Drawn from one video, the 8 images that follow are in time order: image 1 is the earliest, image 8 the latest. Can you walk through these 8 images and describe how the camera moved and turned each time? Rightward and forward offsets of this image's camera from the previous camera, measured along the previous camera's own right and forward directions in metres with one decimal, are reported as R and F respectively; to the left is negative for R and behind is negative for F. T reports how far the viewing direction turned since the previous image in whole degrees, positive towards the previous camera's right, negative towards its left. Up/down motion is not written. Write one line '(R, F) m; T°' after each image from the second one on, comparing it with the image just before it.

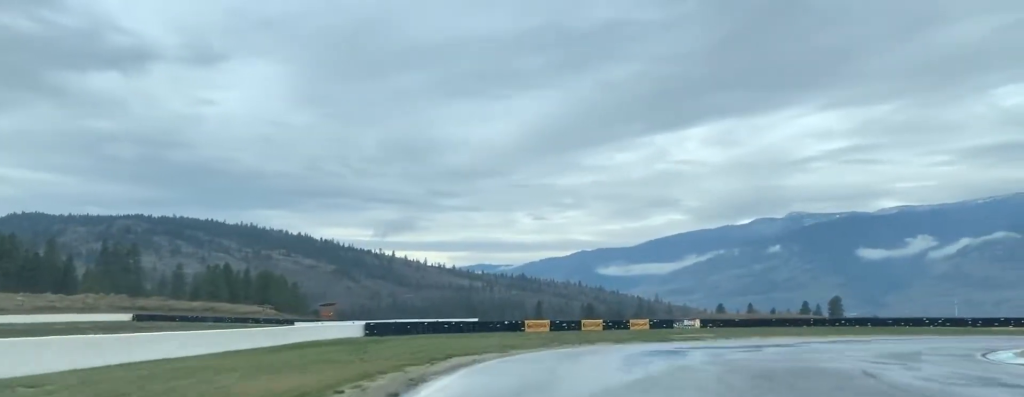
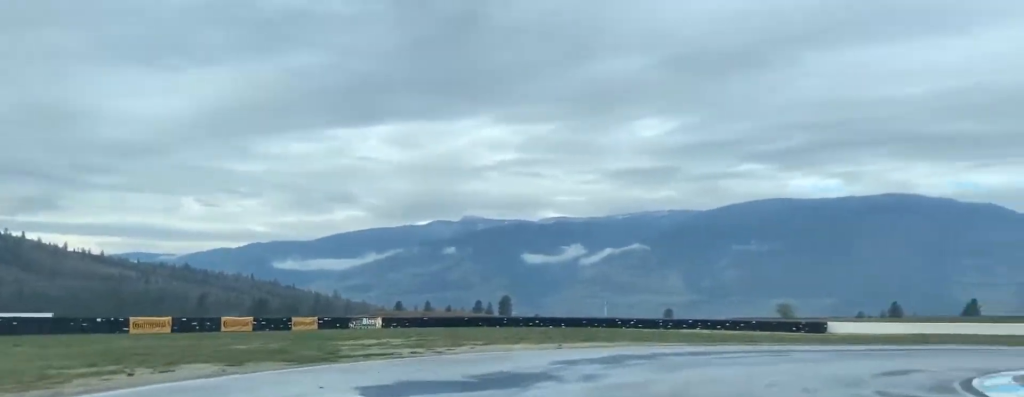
(+0.4, +21.1) m; +18°
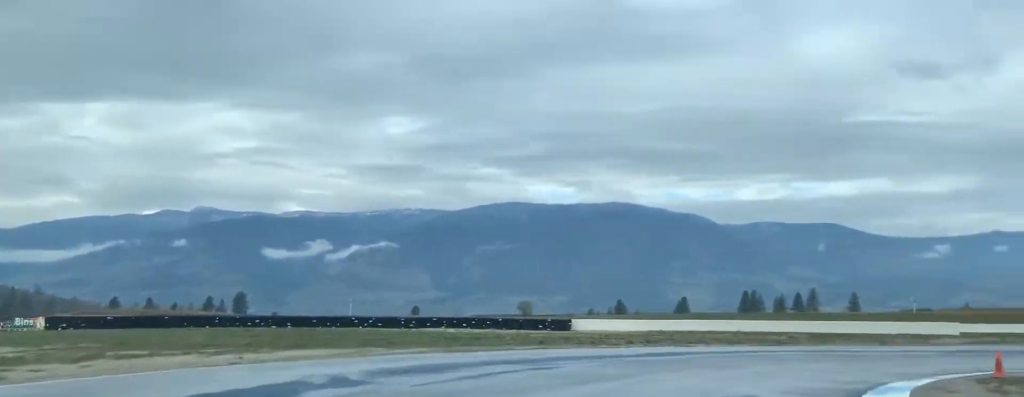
(-2.0, +10.0) m; +20°
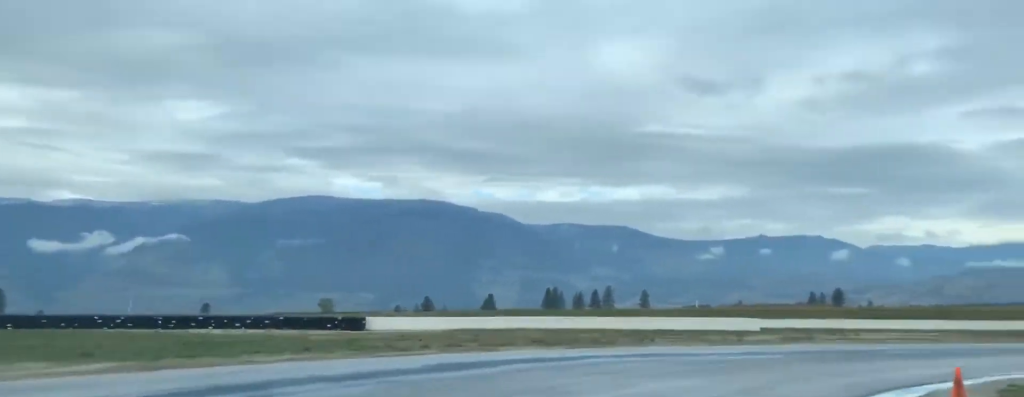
(+4.5, +5.3) m; +19°
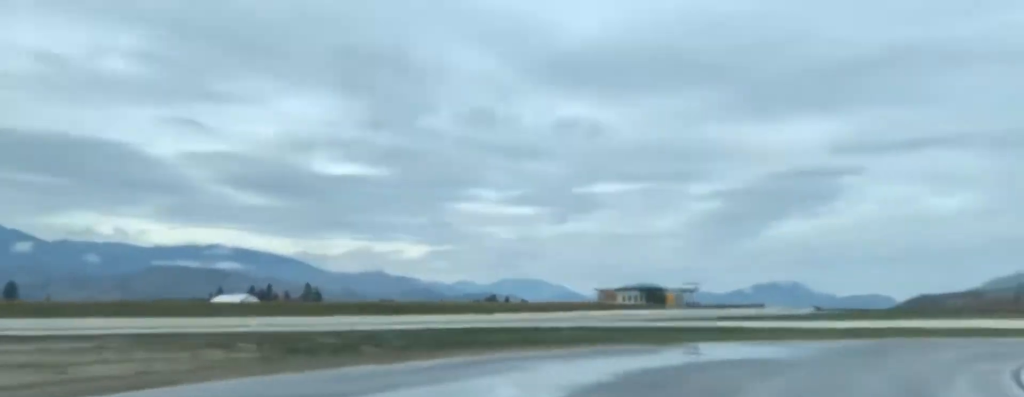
(+11.7, +24.1) m; +45°
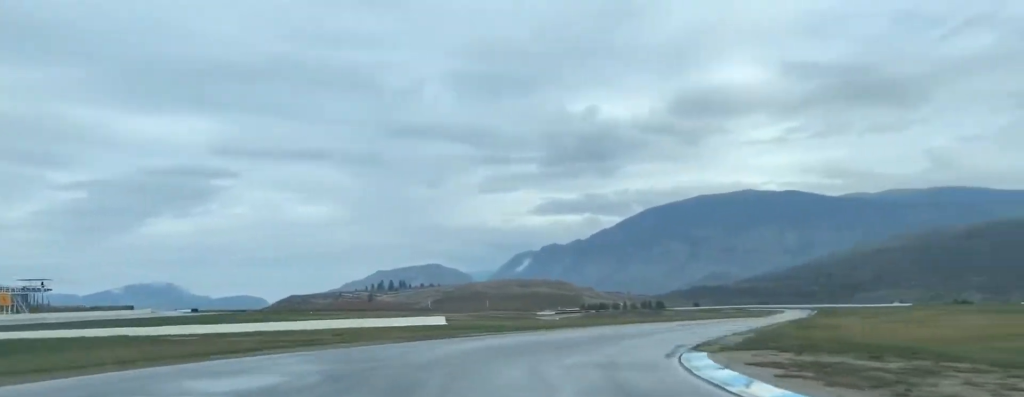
(+5.8, +17.6) m; +30°
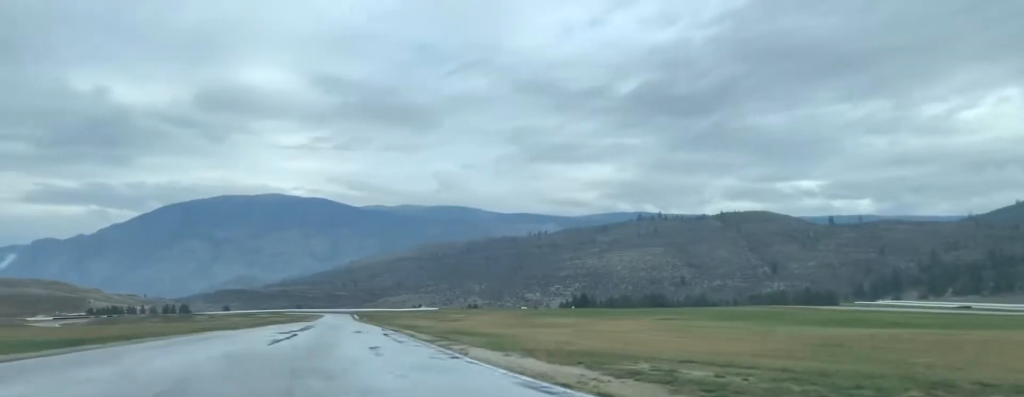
(+3.1, +17.2) m; +16°
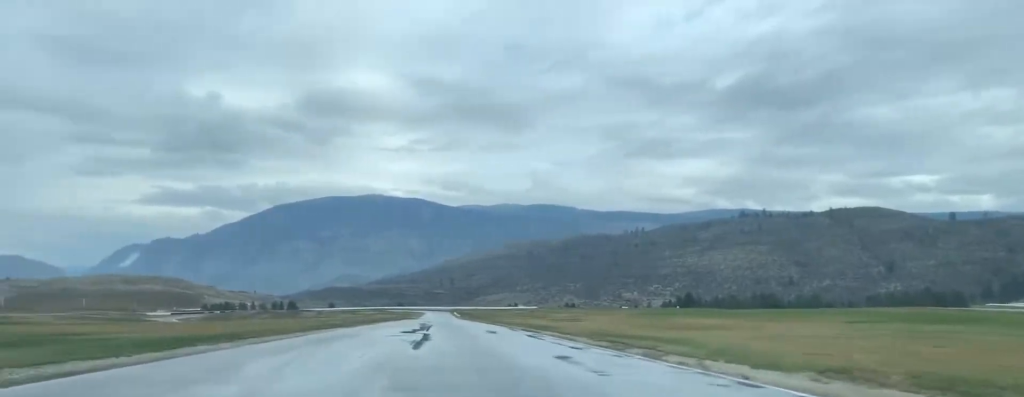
(+0.4, +9.2) m; +5°
